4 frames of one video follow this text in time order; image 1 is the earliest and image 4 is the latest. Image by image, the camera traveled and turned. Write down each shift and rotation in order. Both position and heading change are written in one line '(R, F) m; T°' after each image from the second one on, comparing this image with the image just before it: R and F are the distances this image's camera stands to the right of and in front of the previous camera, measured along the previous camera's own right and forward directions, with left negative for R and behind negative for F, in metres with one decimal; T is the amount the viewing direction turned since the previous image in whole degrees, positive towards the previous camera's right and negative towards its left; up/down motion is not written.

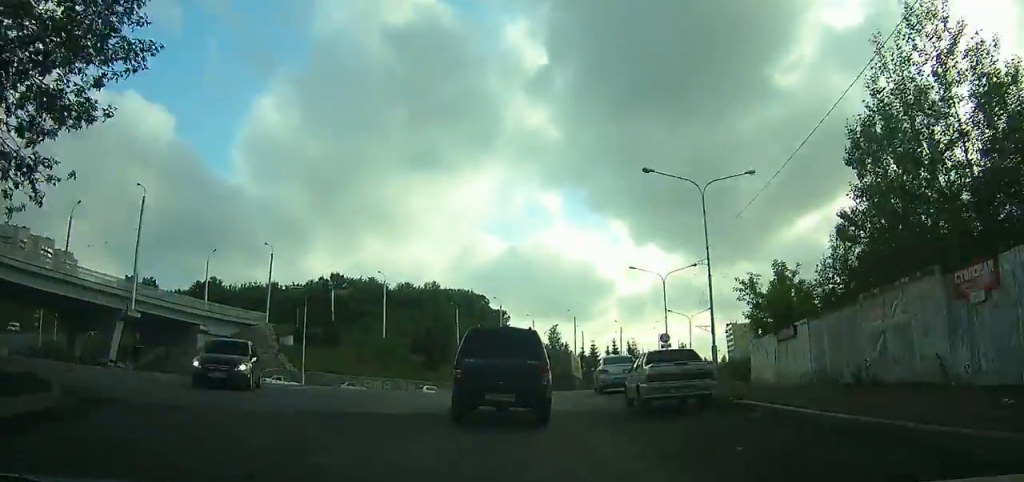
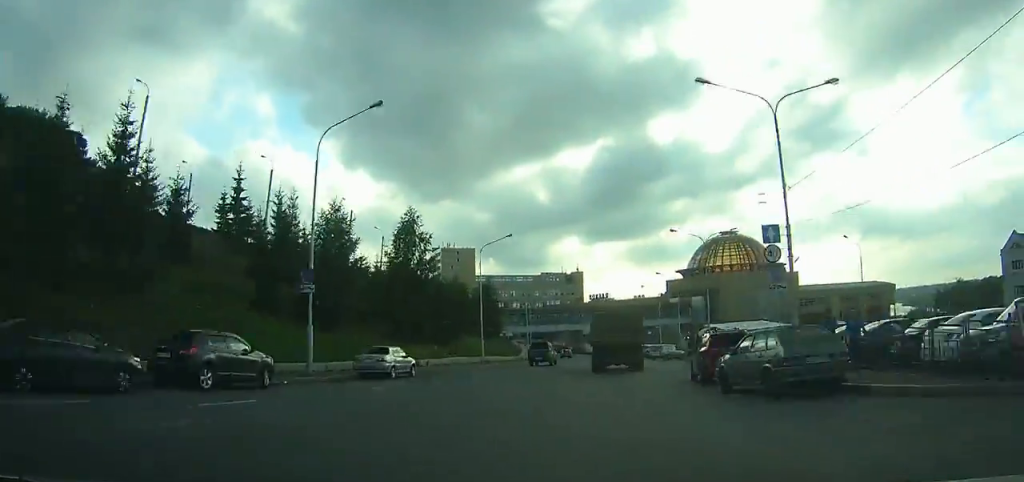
(+16.0, +85.9) m; +30°
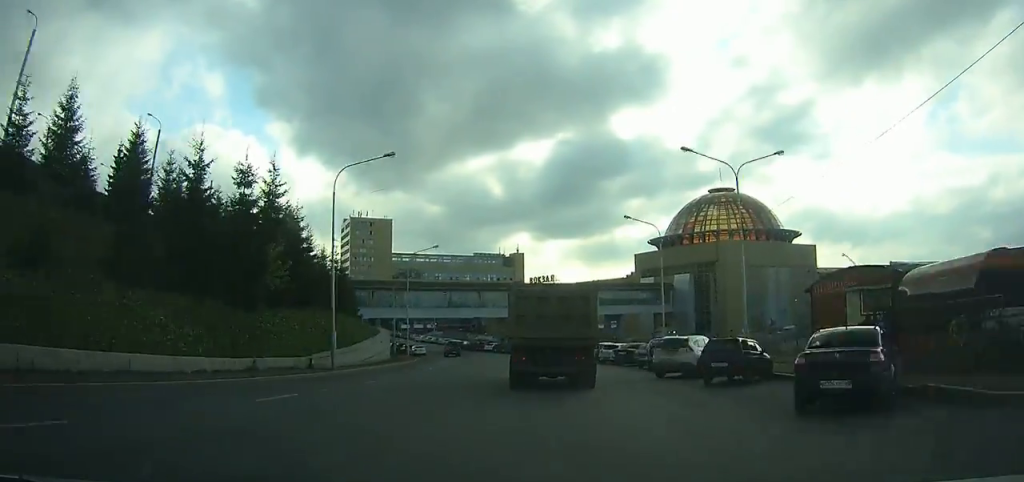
(+6.2, +50.0) m; +7°
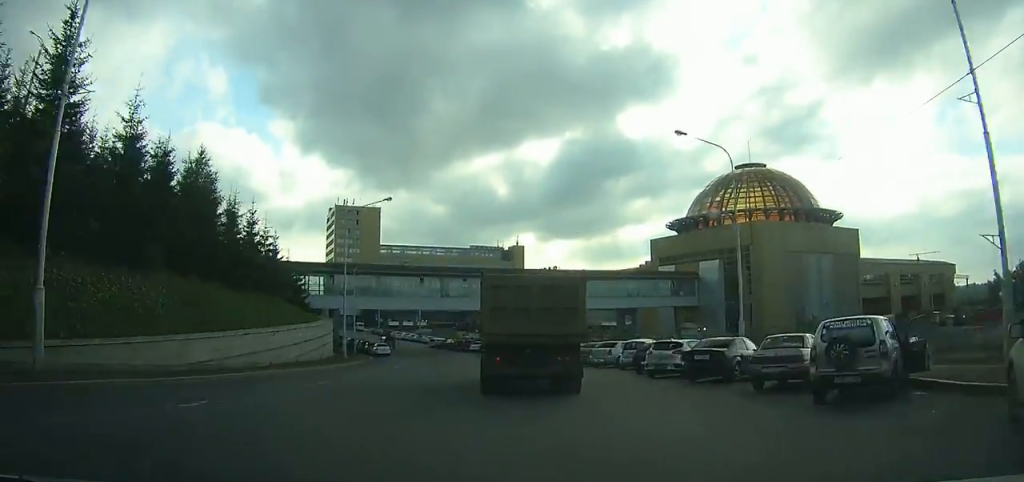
(-0.3, +18.2) m; -2°
